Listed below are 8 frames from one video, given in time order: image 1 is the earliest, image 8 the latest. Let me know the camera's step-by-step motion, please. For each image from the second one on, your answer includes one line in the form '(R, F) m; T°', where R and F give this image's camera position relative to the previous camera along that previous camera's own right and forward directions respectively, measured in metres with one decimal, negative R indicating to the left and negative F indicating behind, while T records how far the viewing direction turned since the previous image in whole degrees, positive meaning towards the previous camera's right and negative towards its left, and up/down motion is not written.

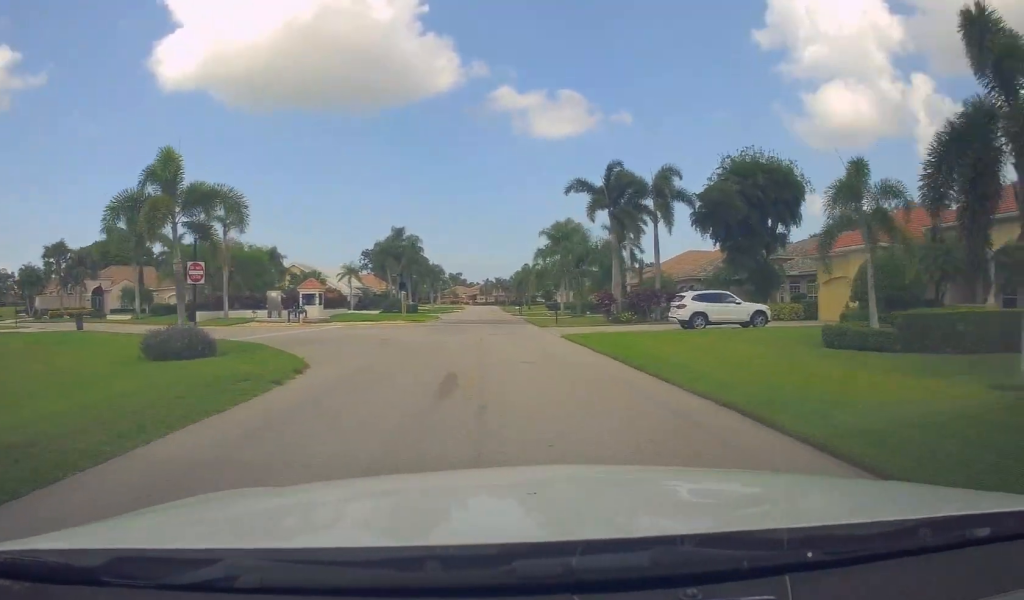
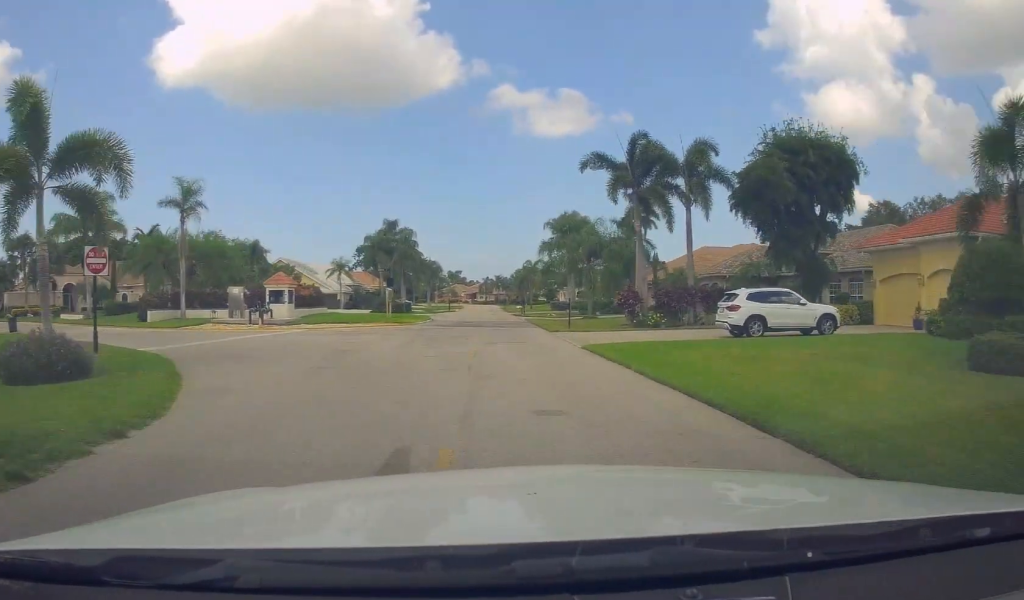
(+0.1, +6.6) m; -2°
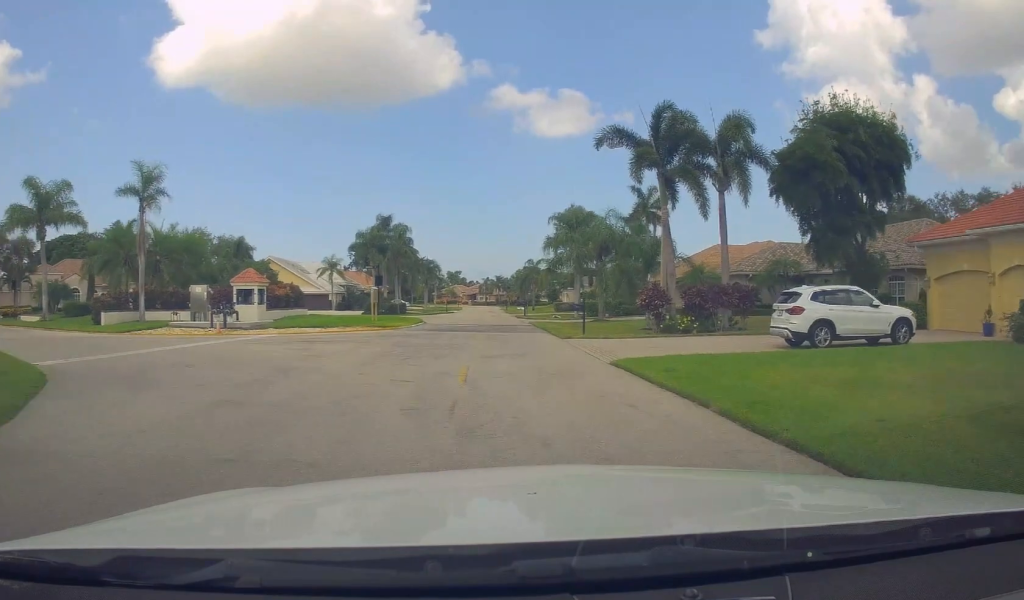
(-0.1, +4.8) m; 0°
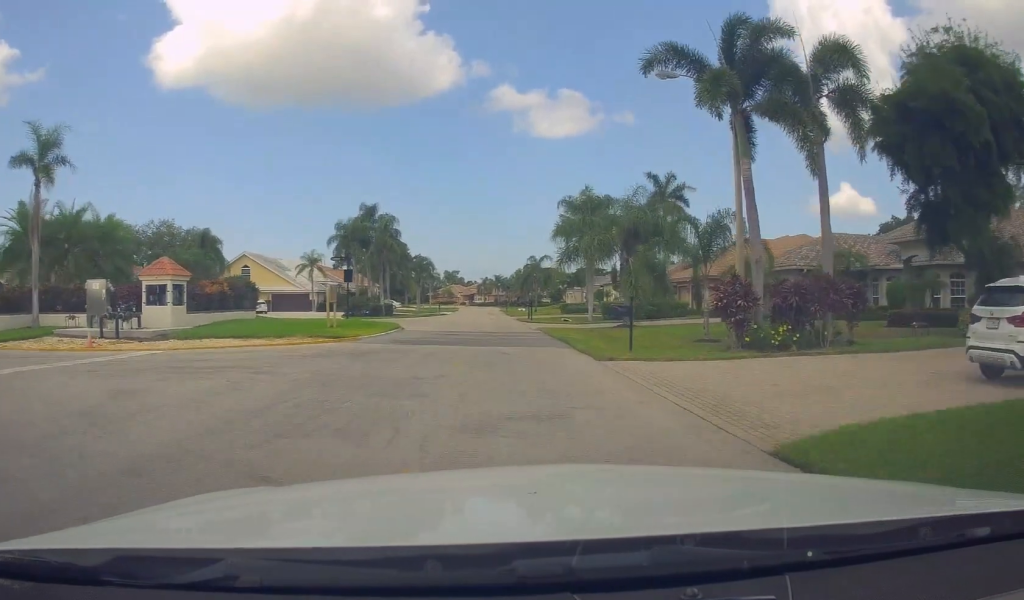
(-0.4, +8.4) m; 0°
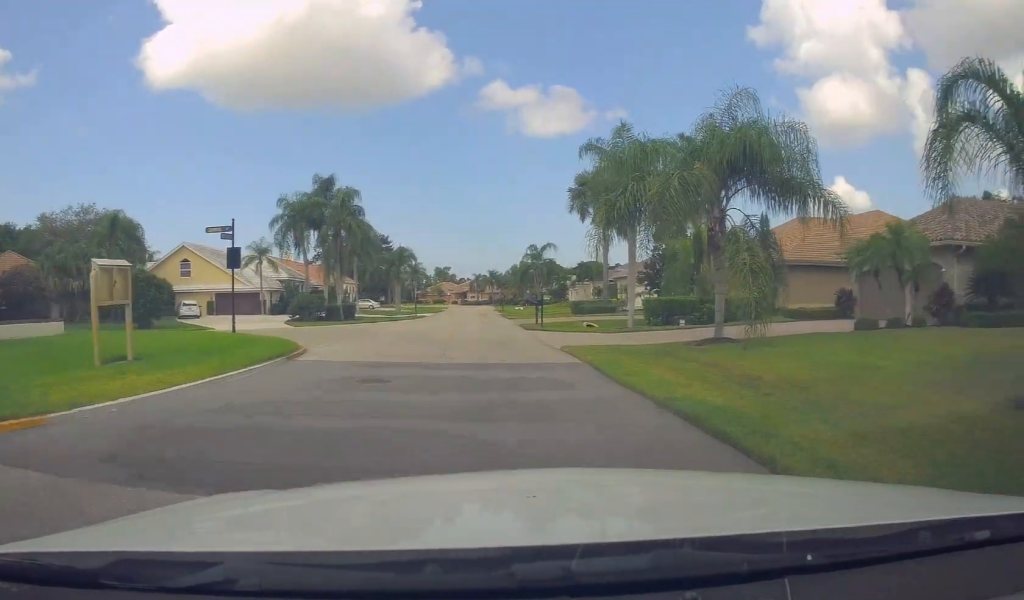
(+0.7, +15.4) m; +3°
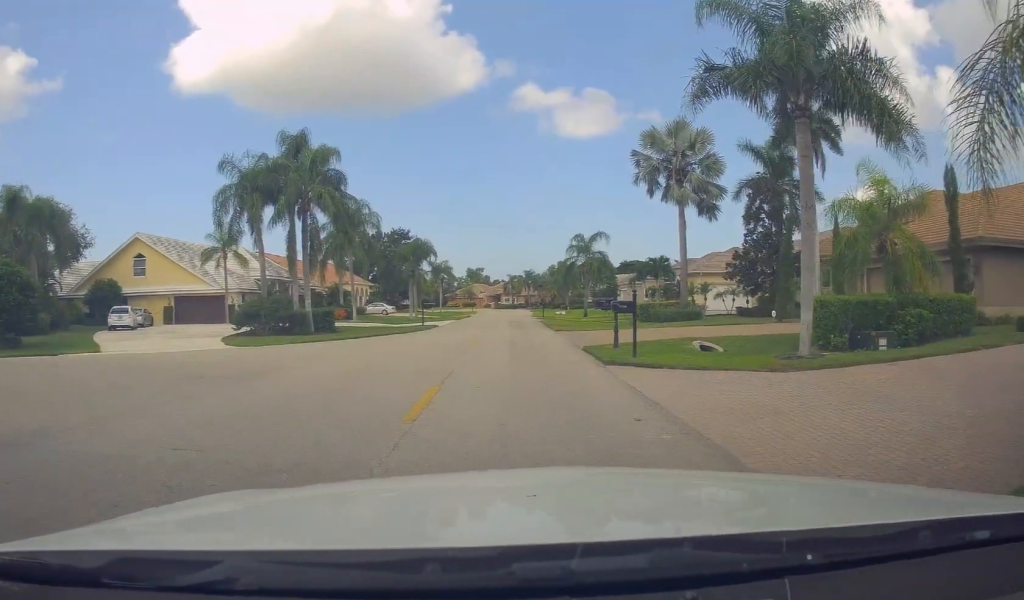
(0.0, +18.2) m; -2°
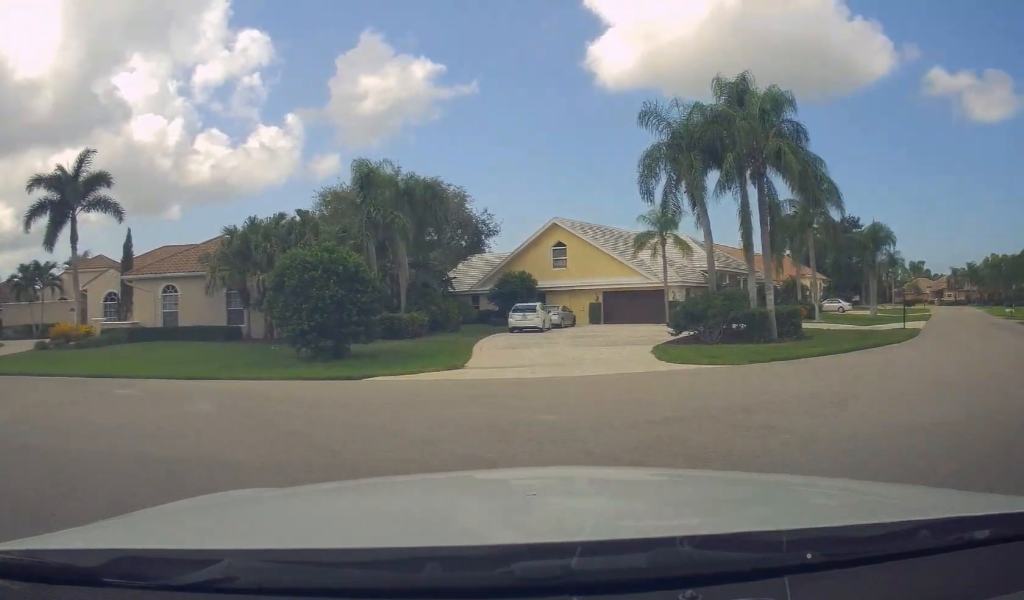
(-1.1, +10.5) m; -28°
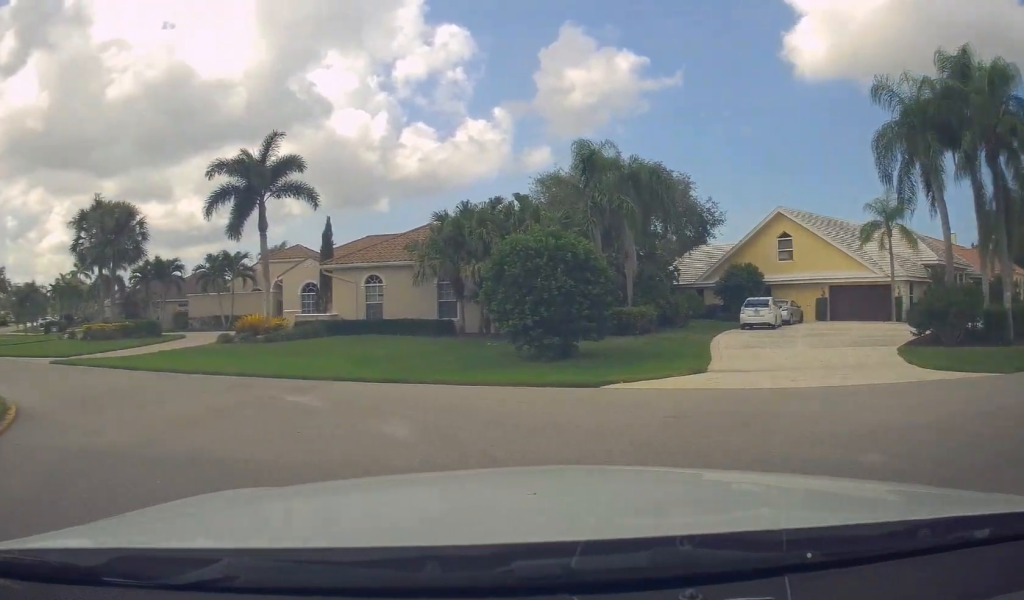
(-0.8, +2.5) m; -20°
